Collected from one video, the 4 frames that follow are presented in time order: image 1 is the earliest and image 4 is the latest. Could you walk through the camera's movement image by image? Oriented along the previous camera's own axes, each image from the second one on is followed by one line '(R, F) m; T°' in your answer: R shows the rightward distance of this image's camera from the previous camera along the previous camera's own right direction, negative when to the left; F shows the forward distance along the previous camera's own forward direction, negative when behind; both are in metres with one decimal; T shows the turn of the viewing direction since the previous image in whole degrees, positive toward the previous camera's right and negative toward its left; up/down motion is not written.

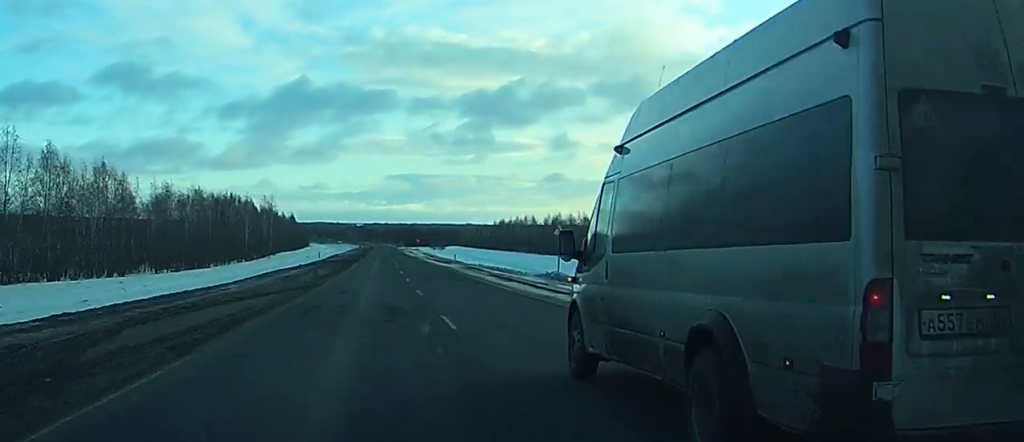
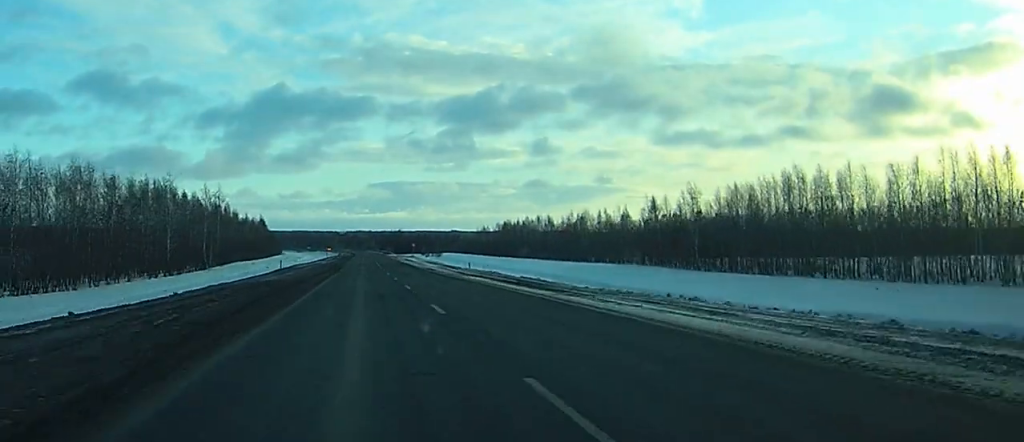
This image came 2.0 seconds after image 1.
(+0.4, +56.2) m; +1°
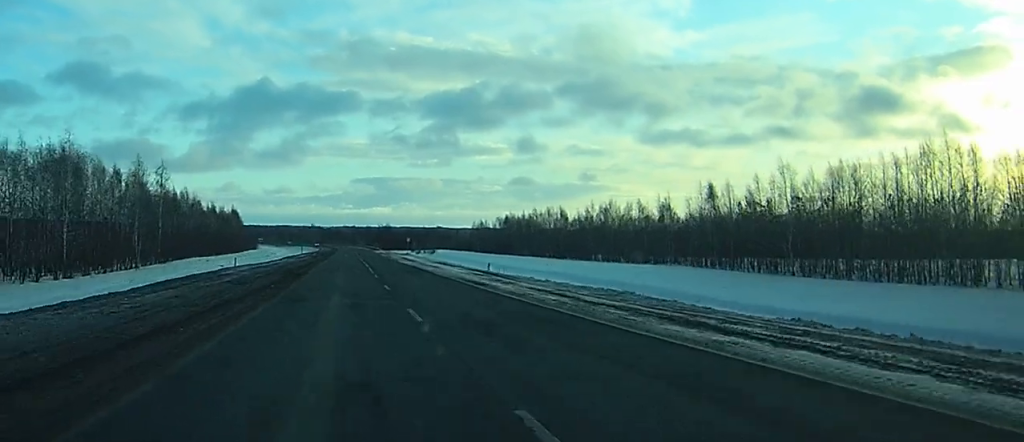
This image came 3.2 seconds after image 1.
(+0.1, +37.4) m; +1°
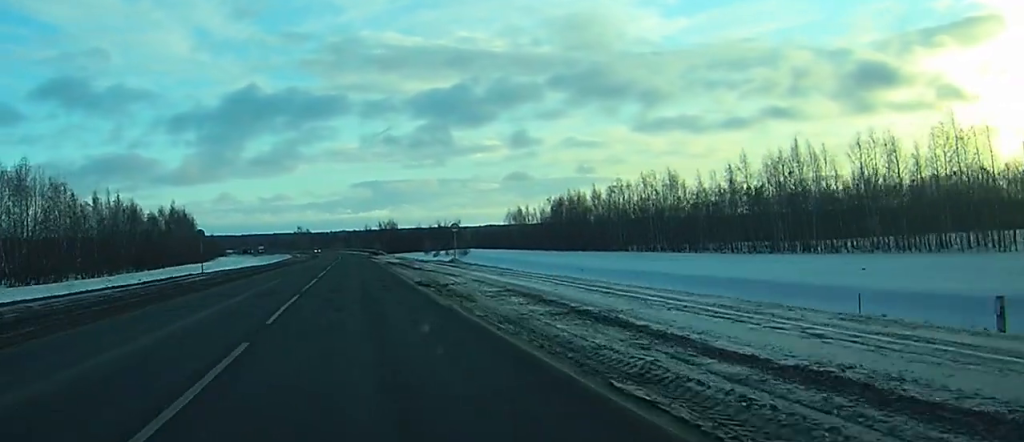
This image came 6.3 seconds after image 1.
(+1.7, +91.6) m; +1°
